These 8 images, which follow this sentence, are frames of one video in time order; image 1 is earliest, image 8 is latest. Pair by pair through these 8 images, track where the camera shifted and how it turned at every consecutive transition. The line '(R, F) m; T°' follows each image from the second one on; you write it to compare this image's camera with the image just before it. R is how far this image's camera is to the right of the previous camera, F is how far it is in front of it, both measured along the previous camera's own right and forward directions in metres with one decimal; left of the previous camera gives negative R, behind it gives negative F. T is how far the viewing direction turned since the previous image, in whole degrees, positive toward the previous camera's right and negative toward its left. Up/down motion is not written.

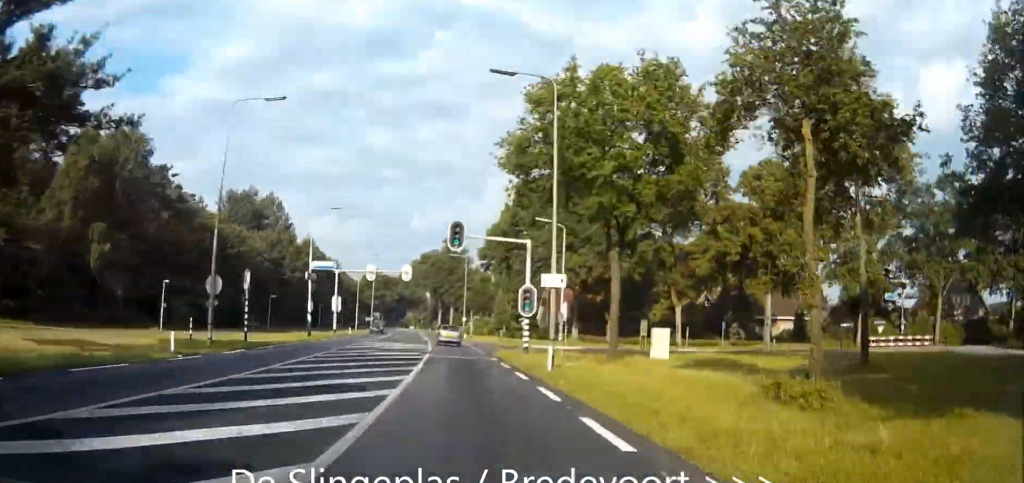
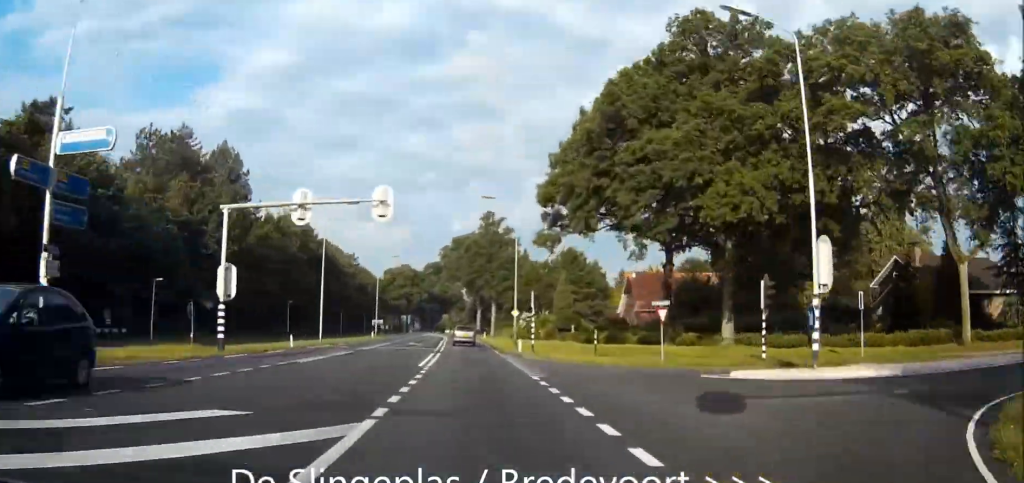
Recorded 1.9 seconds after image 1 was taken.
(-4.0, +40.9) m; -7°
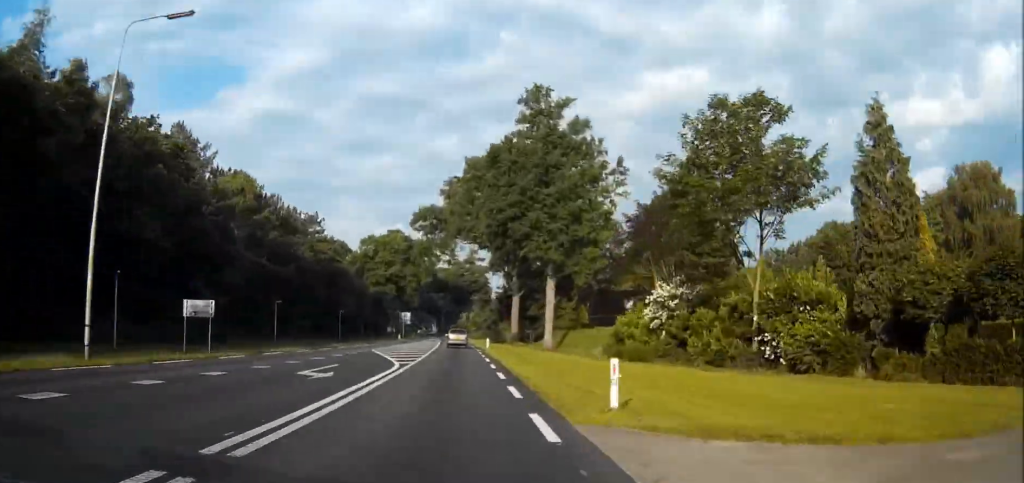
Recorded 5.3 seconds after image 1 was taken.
(-1.8, +71.5) m; -3°
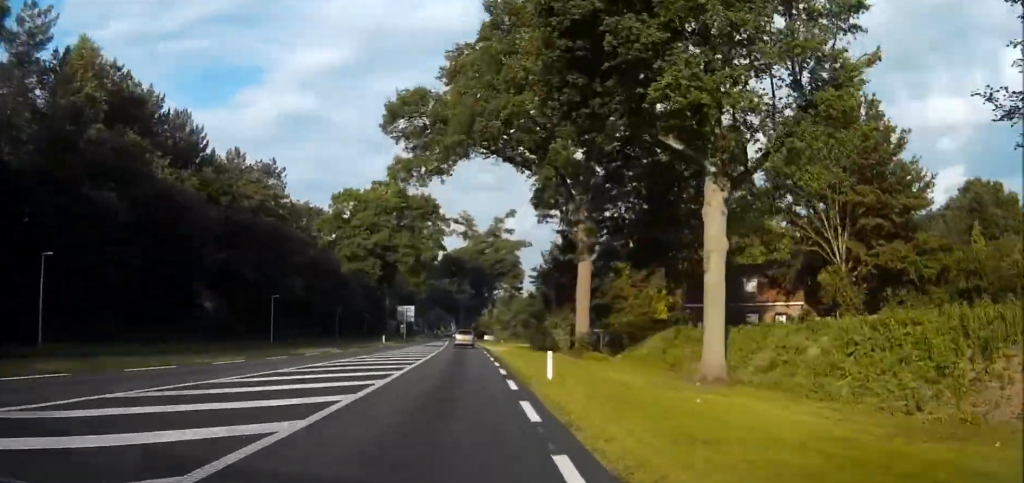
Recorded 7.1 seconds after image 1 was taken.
(-0.4, +39.7) m; -1°
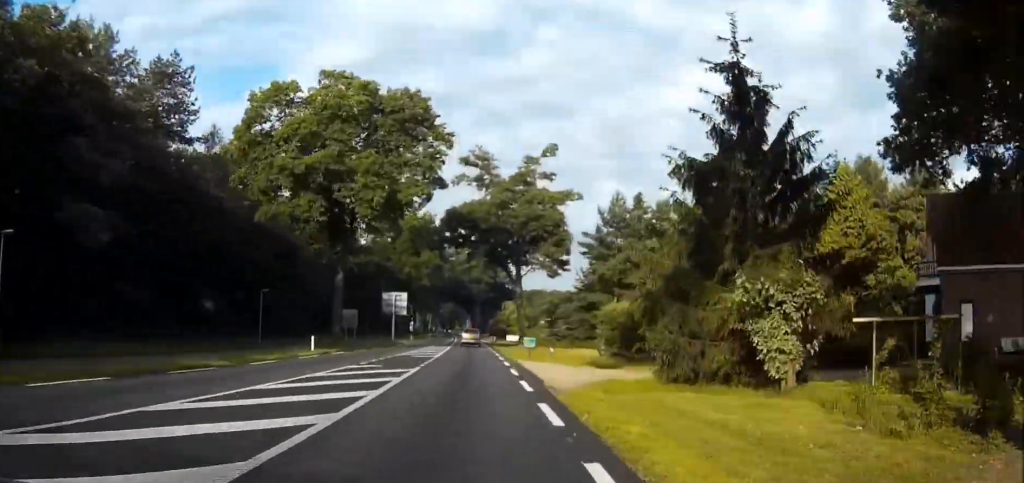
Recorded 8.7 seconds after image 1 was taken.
(-0.5, +36.3) m; -1°
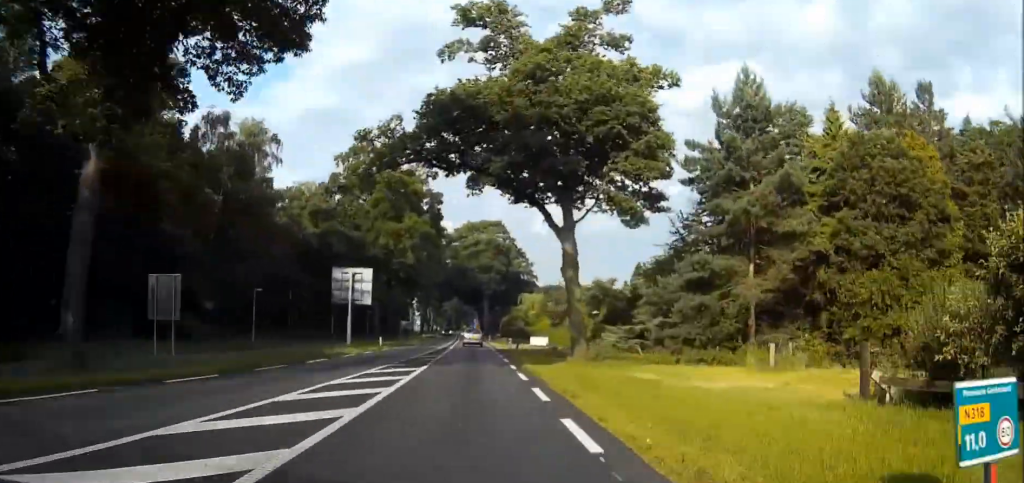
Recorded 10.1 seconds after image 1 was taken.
(-0.1, +32.2) m; 0°
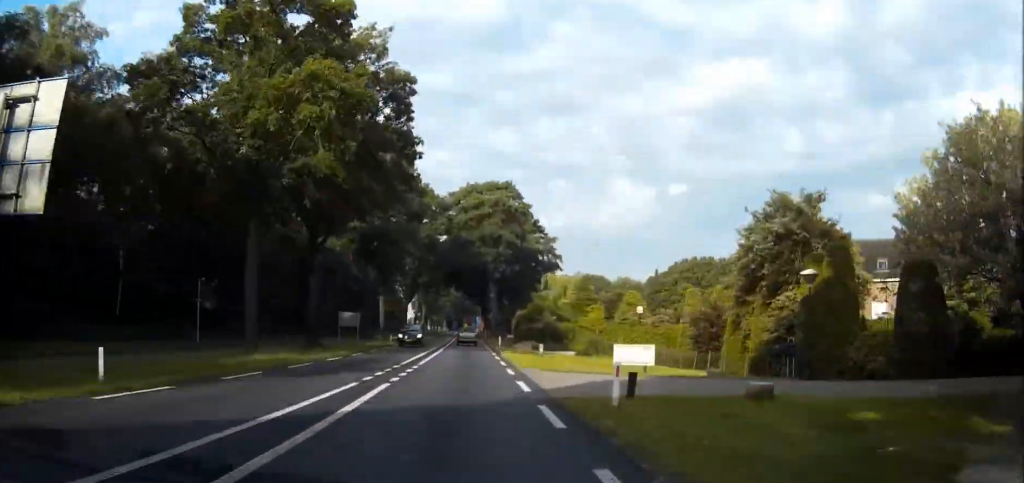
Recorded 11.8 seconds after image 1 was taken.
(0.0, +40.3) m; 0°
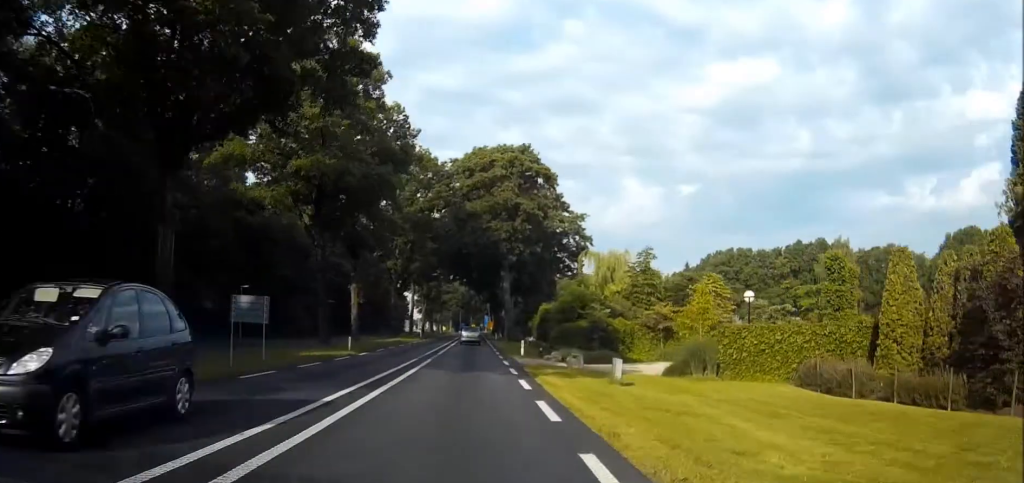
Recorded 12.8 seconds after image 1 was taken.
(+0.1, +23.4) m; 0°
